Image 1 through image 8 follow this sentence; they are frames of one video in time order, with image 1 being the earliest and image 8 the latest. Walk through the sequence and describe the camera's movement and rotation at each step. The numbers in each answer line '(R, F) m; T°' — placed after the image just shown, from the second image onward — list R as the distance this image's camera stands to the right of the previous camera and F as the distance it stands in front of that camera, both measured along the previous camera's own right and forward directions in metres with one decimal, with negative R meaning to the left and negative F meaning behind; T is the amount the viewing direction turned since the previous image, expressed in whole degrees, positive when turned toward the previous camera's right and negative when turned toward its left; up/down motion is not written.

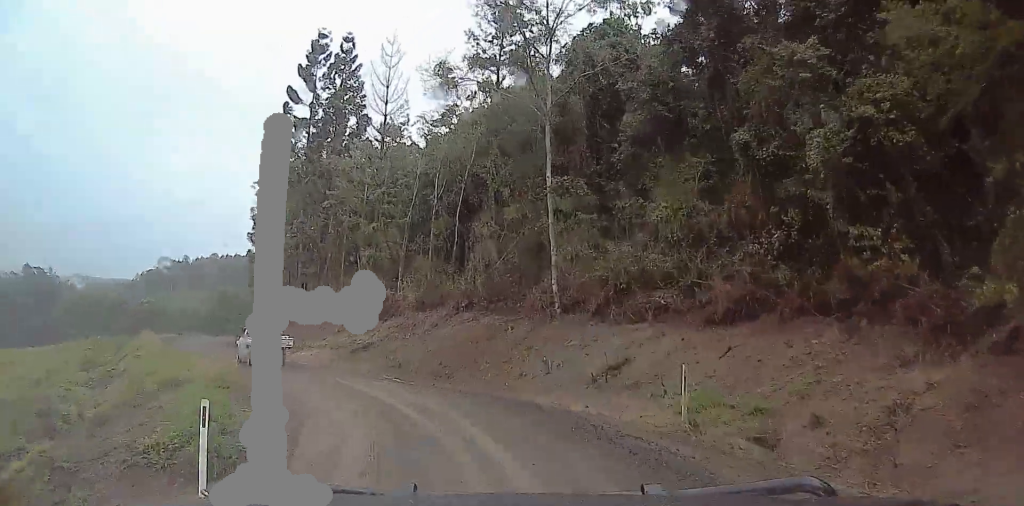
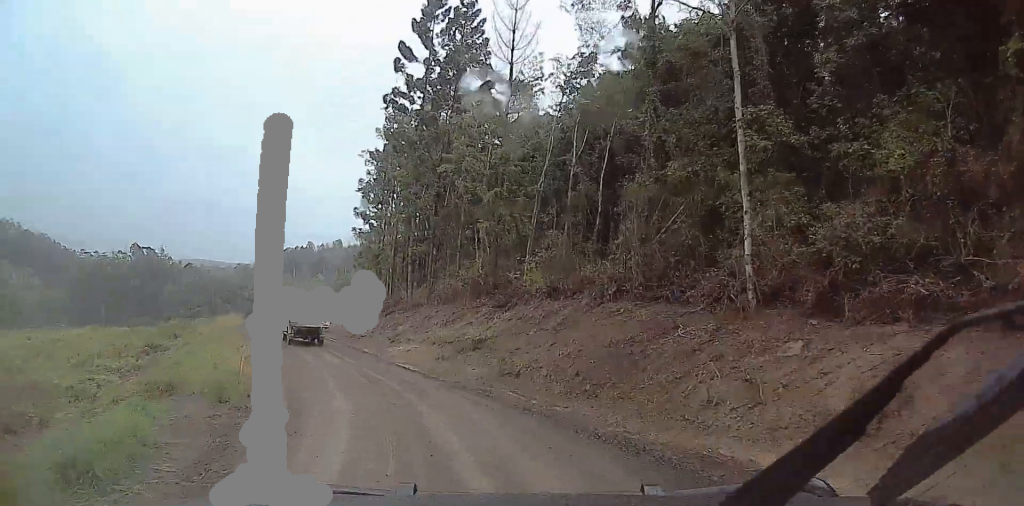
(-0.3, +13.2) m; -1°
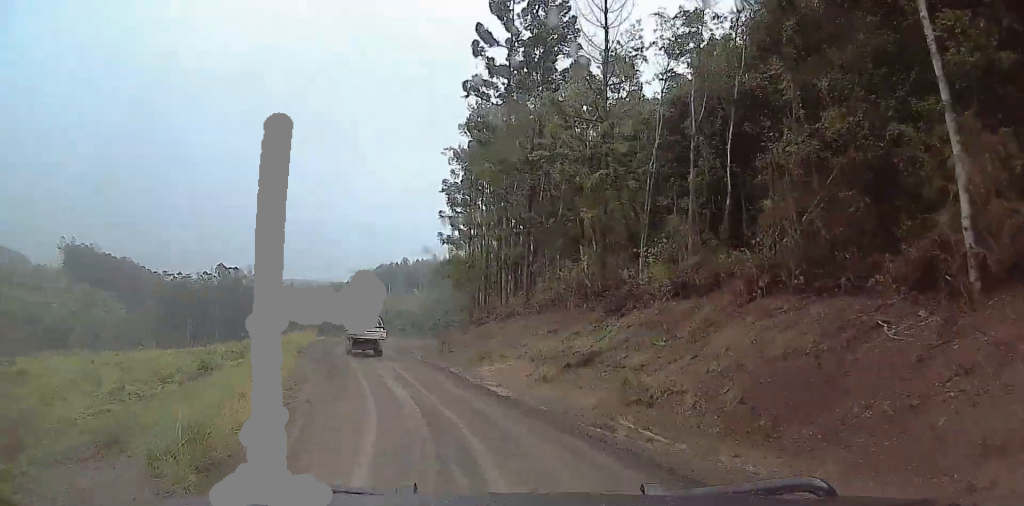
(0.0, +8.1) m; +1°
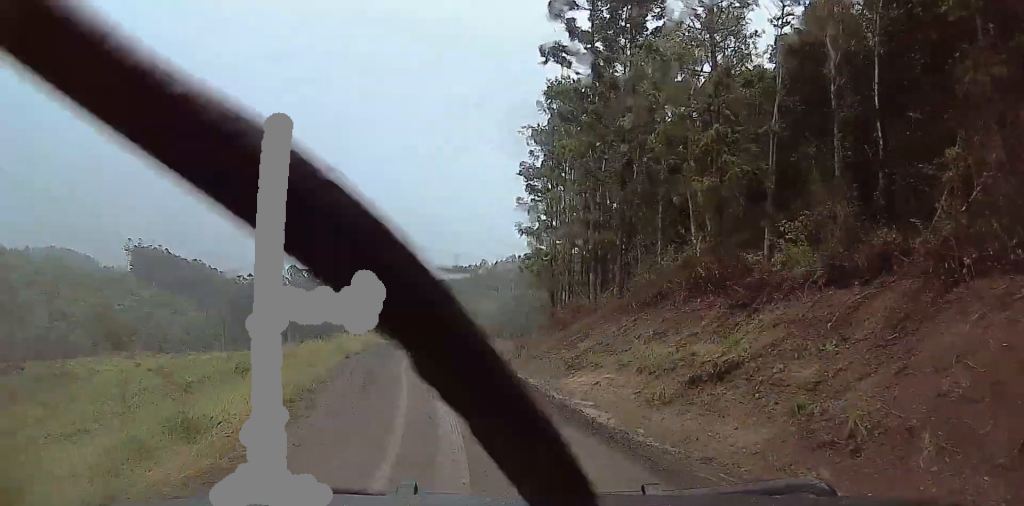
(+0.1, +7.8) m; +1°
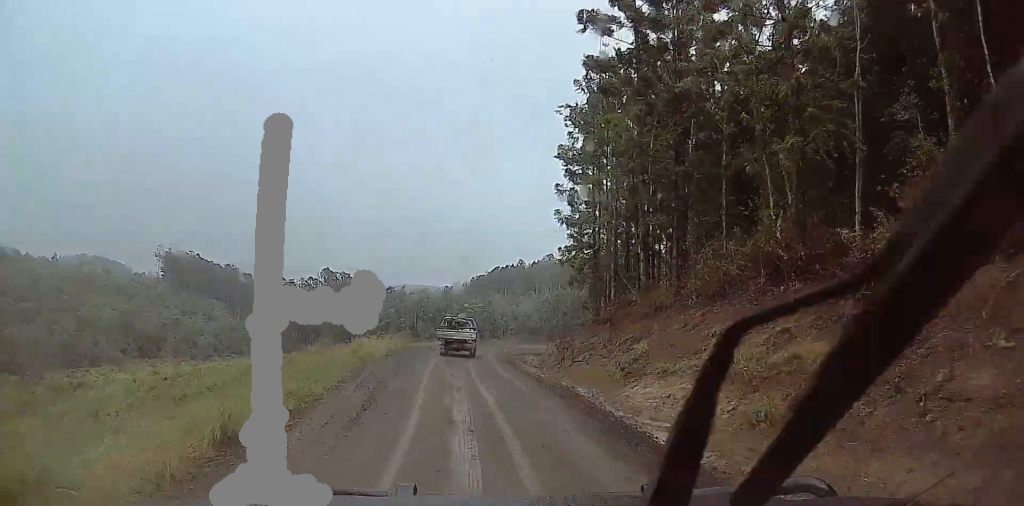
(0.0, +5.3) m; 0°
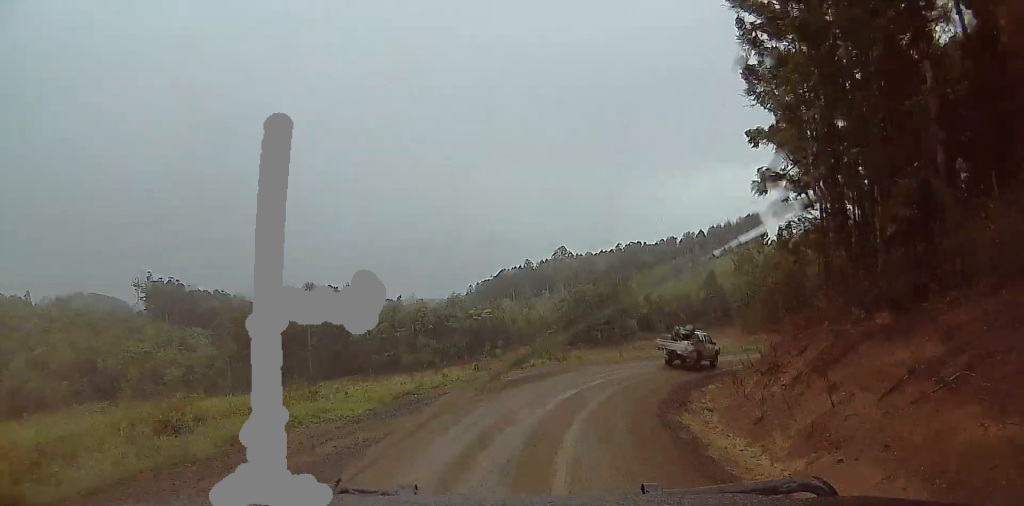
(+0.1, +37.4) m; 0°
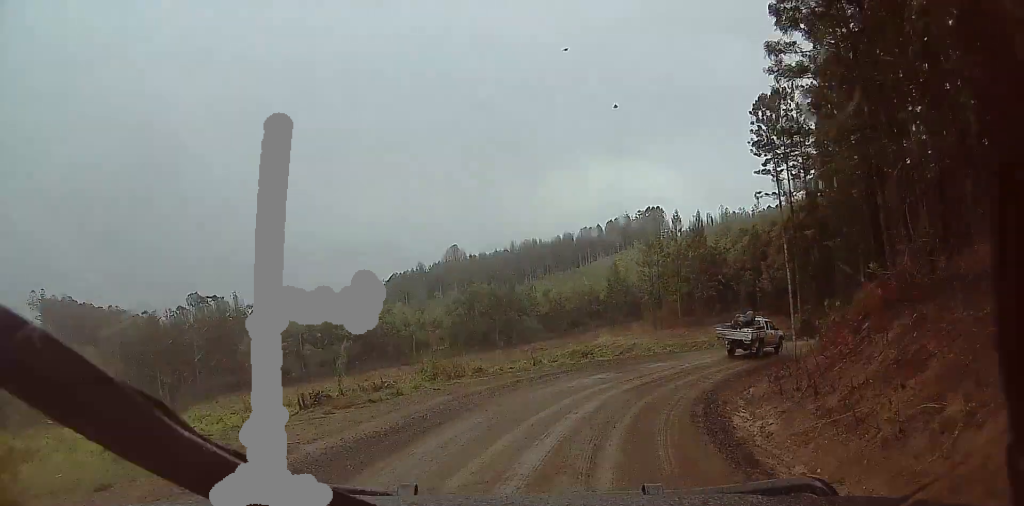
(0.0, +11.5) m; 0°
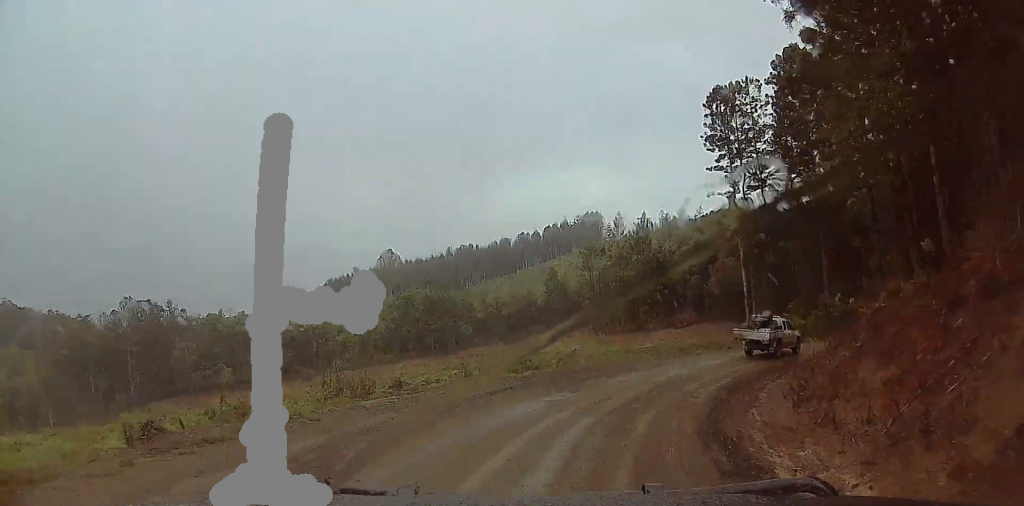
(0.0, +5.1) m; 0°
